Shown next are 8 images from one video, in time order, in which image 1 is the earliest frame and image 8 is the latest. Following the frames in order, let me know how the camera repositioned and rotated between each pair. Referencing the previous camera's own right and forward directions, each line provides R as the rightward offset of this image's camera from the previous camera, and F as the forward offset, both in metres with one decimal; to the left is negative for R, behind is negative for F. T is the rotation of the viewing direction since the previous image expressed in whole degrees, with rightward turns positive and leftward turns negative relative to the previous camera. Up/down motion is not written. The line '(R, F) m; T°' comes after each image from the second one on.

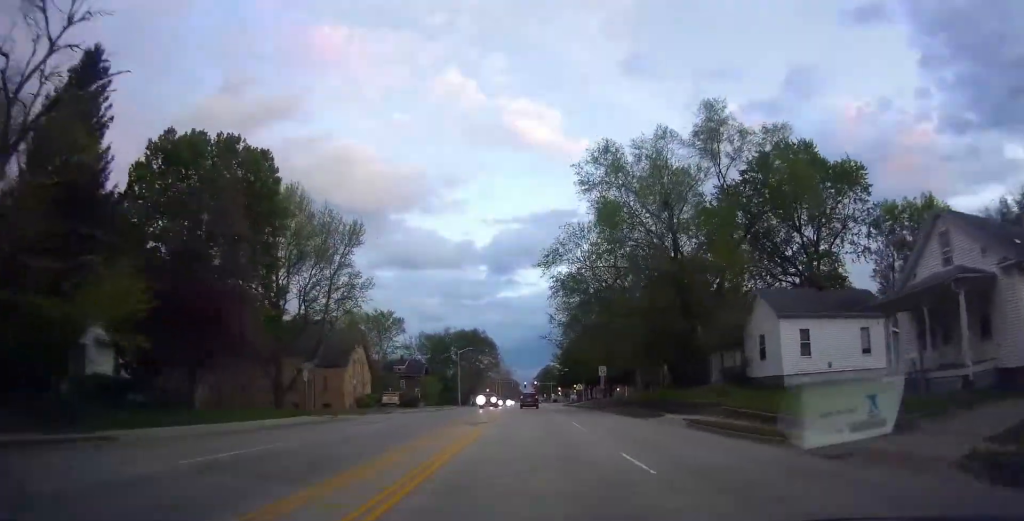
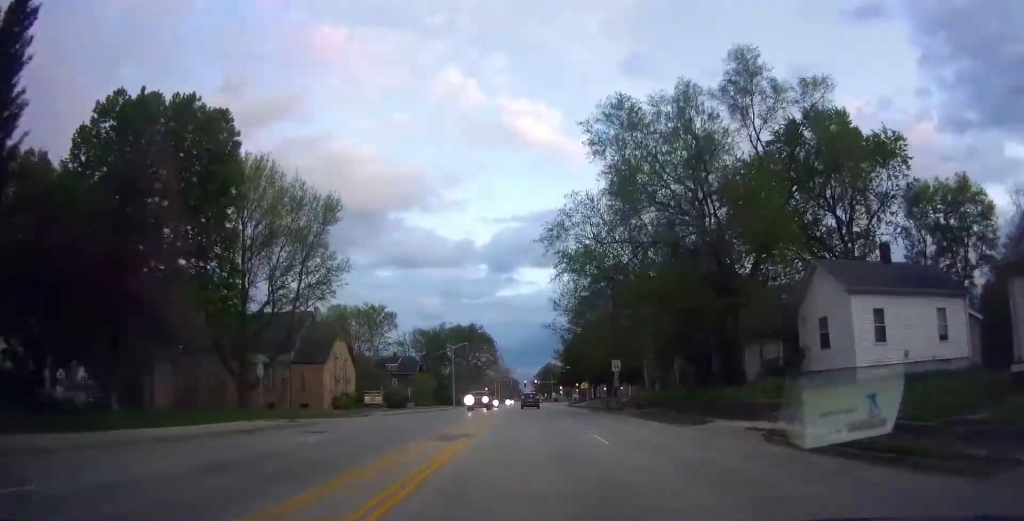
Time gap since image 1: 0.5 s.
(0.0, +7.1) m; 0°
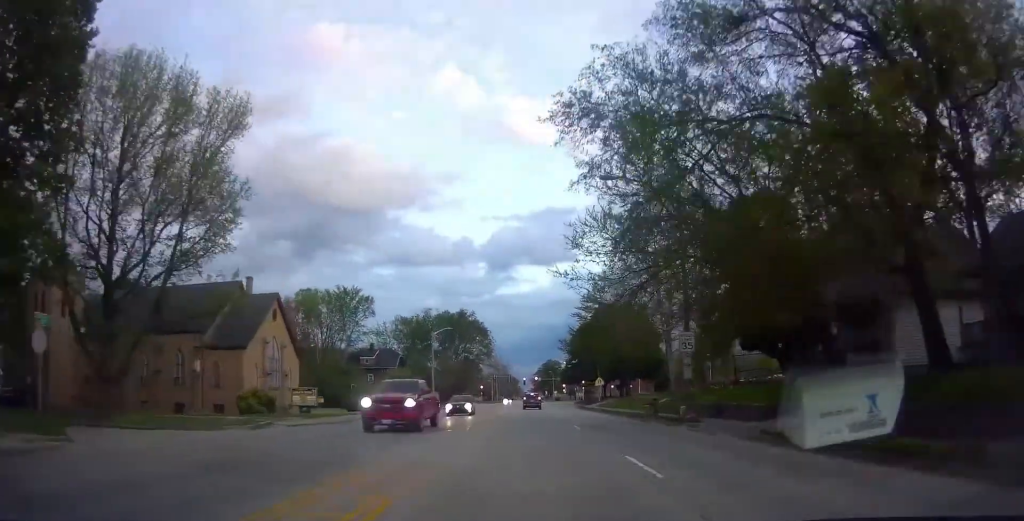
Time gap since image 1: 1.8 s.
(0.0, +18.1) m; -1°
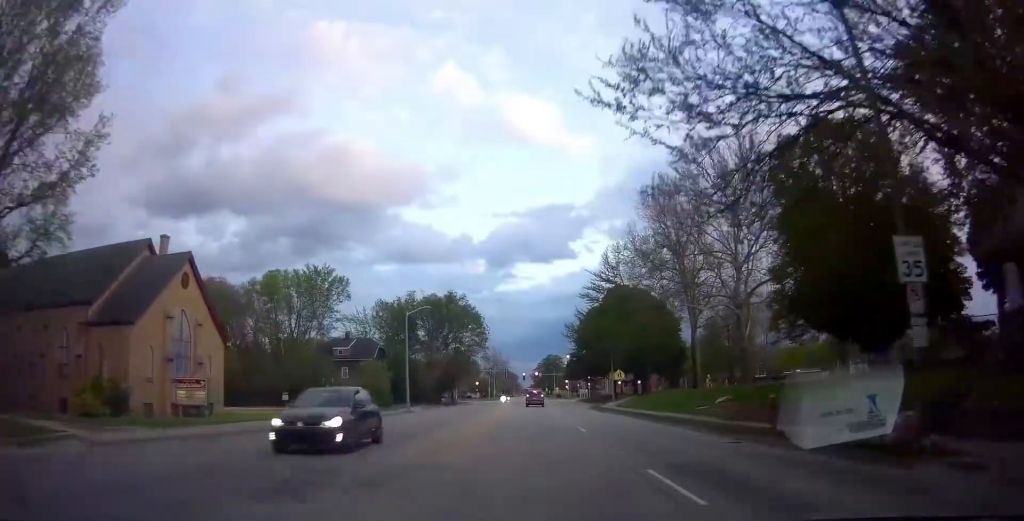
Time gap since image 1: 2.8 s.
(-0.4, +14.2) m; 0°
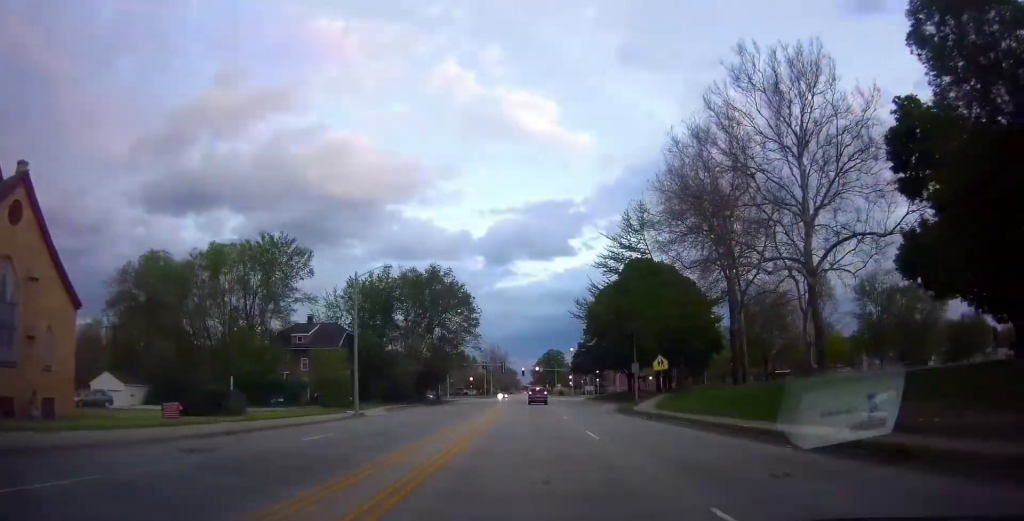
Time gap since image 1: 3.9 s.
(+0.3, +15.1) m; +2°
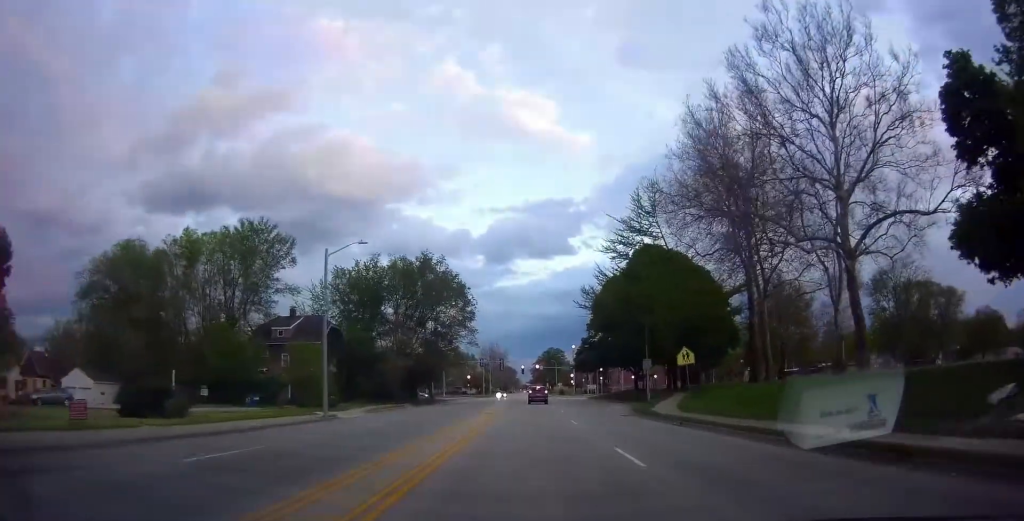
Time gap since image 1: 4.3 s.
(0.0, +5.8) m; 0°
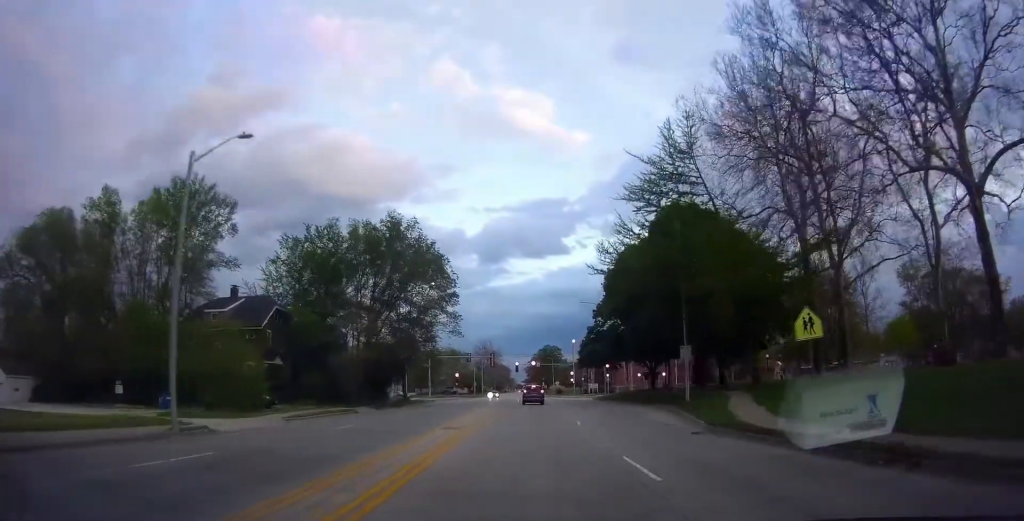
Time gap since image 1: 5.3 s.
(0.0, +13.6) m; 0°
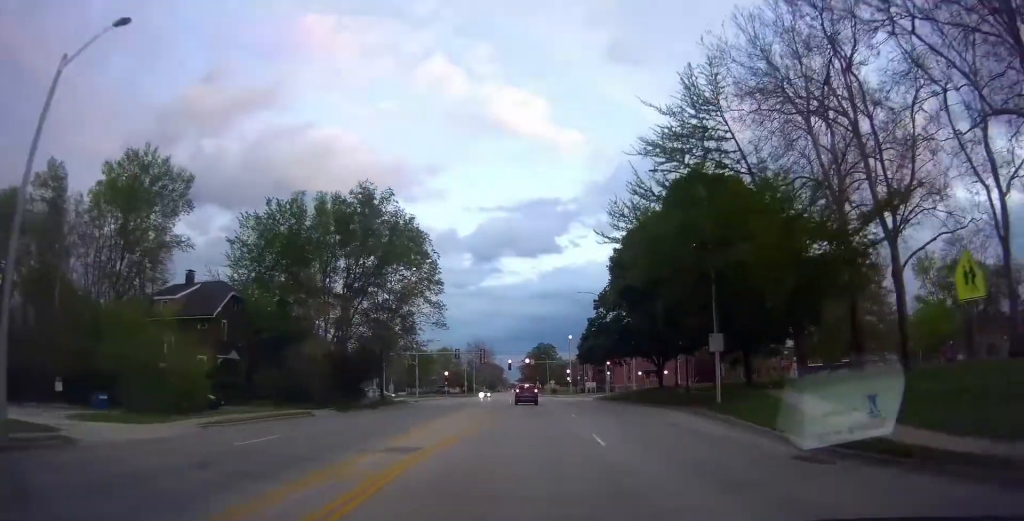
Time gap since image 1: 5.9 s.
(0.0, +7.2) m; 0°
